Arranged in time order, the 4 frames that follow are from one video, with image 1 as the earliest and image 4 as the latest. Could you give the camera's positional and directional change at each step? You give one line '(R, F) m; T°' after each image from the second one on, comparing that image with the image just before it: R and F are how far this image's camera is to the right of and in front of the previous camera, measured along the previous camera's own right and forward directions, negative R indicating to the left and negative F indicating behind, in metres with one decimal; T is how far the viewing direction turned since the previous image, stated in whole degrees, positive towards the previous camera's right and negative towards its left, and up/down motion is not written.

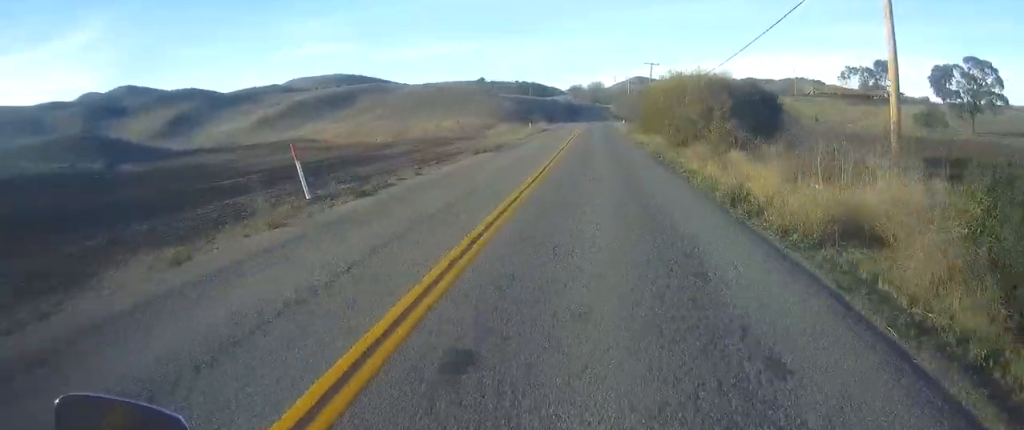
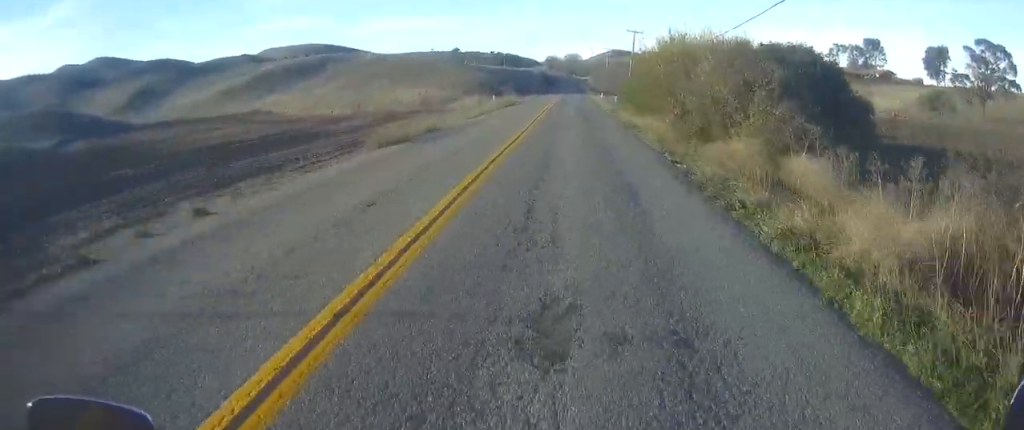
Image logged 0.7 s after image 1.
(+0.1, +10.9) m; 0°
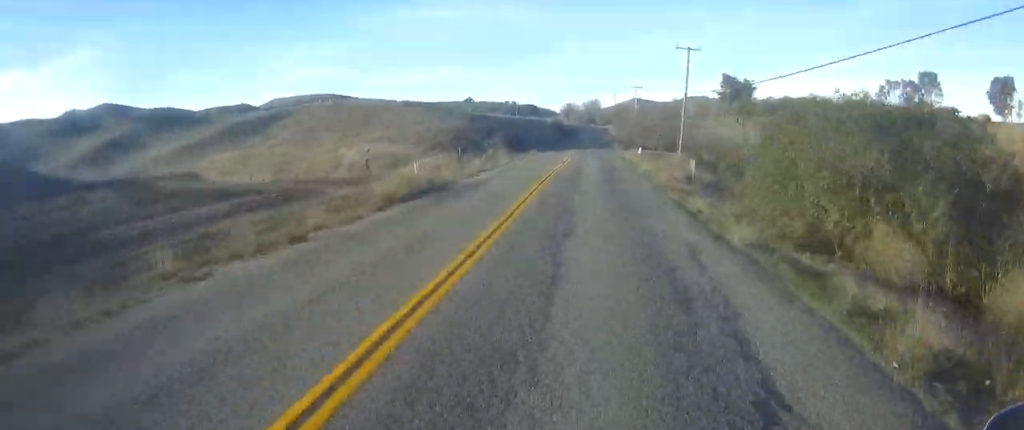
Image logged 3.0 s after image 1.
(0.0, +37.3) m; -1°
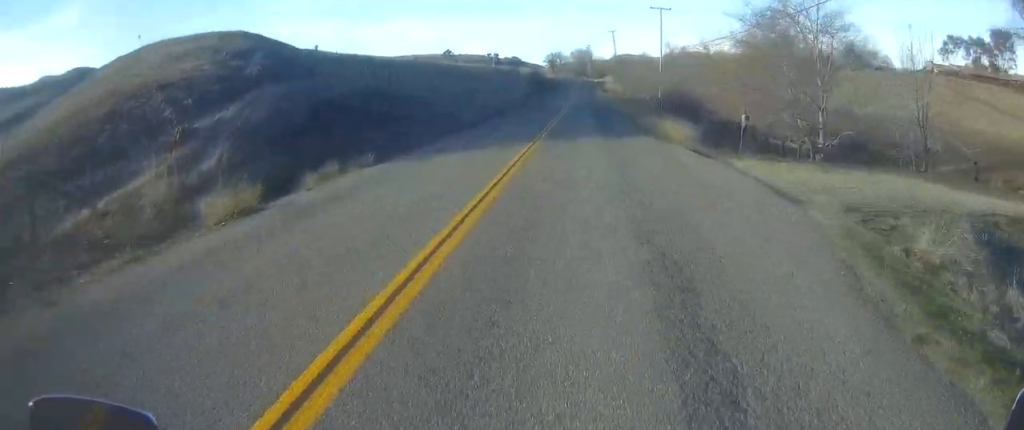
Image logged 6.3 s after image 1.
(+2.7, +57.8) m; +3°
